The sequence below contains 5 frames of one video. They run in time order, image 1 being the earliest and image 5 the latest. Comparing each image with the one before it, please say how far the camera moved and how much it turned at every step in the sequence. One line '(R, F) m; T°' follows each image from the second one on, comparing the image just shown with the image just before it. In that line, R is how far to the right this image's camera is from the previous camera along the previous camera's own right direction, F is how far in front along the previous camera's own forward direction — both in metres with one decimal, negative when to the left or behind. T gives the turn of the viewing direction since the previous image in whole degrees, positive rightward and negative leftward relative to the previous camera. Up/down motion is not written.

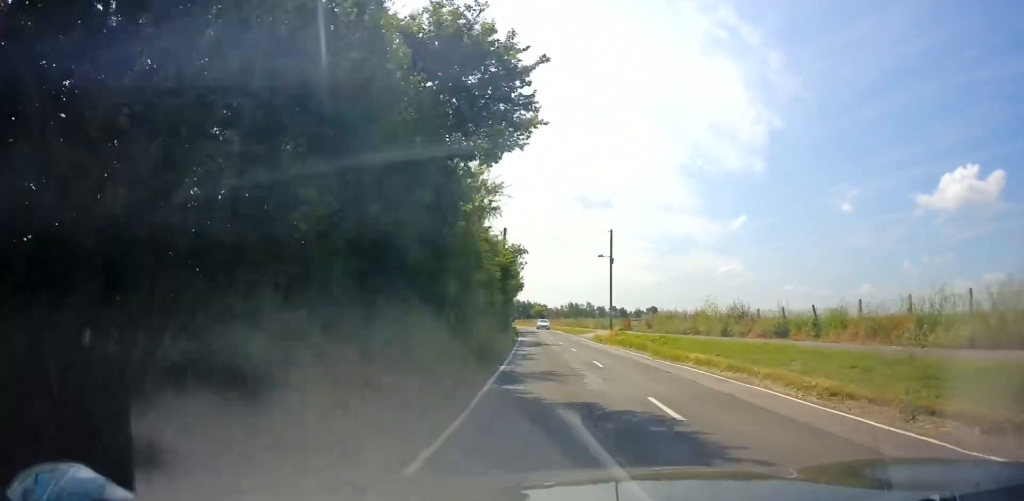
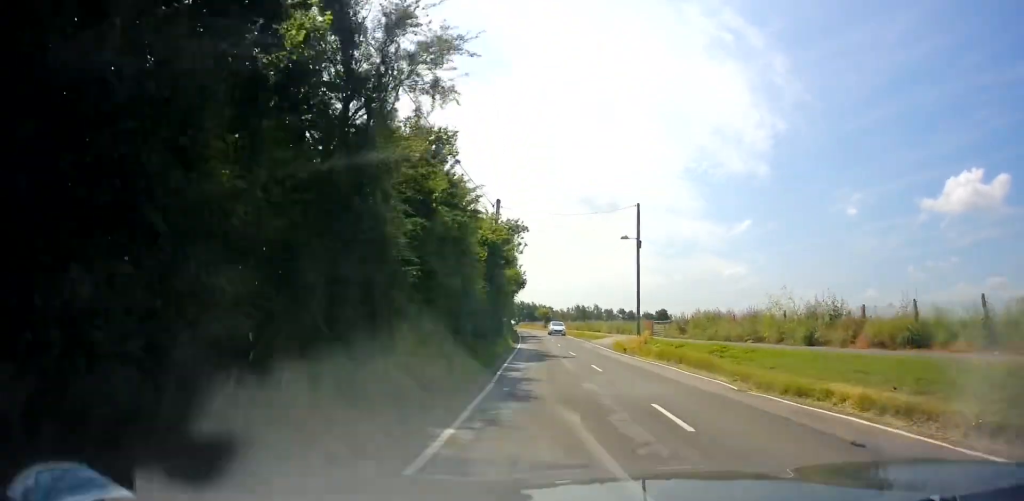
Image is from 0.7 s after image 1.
(-0.1, +9.1) m; 0°
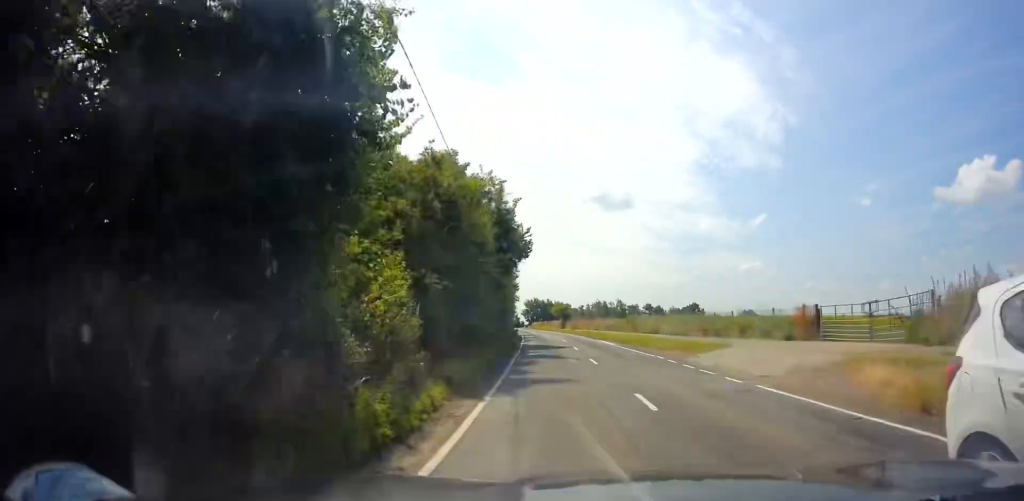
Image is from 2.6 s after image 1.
(-0.6, +26.9) m; -3°
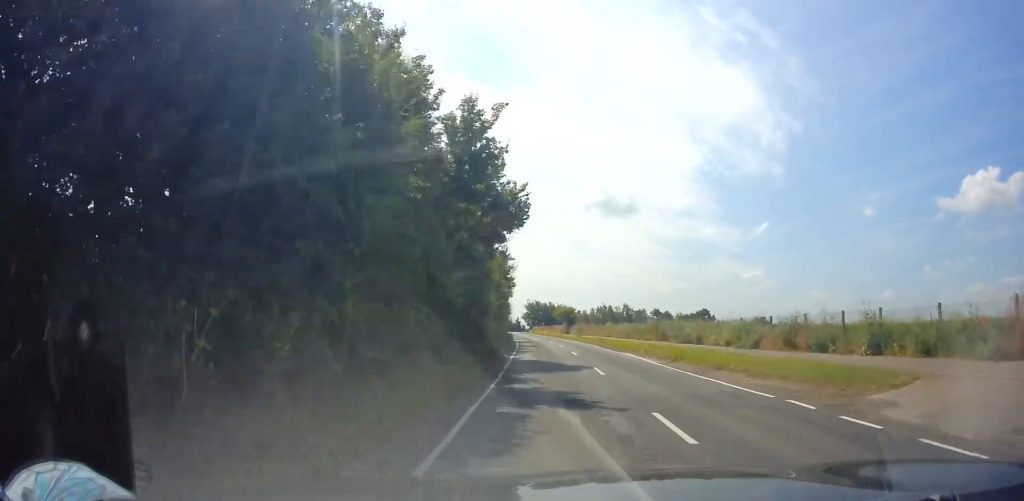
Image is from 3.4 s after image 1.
(0.0, +11.0) m; 0°
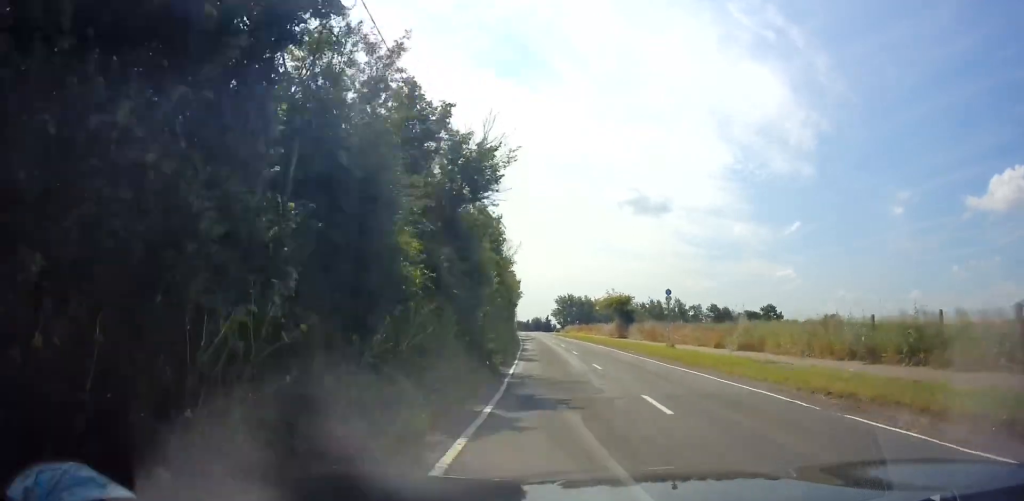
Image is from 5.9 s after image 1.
(-0.5, +33.8) m; -2°
